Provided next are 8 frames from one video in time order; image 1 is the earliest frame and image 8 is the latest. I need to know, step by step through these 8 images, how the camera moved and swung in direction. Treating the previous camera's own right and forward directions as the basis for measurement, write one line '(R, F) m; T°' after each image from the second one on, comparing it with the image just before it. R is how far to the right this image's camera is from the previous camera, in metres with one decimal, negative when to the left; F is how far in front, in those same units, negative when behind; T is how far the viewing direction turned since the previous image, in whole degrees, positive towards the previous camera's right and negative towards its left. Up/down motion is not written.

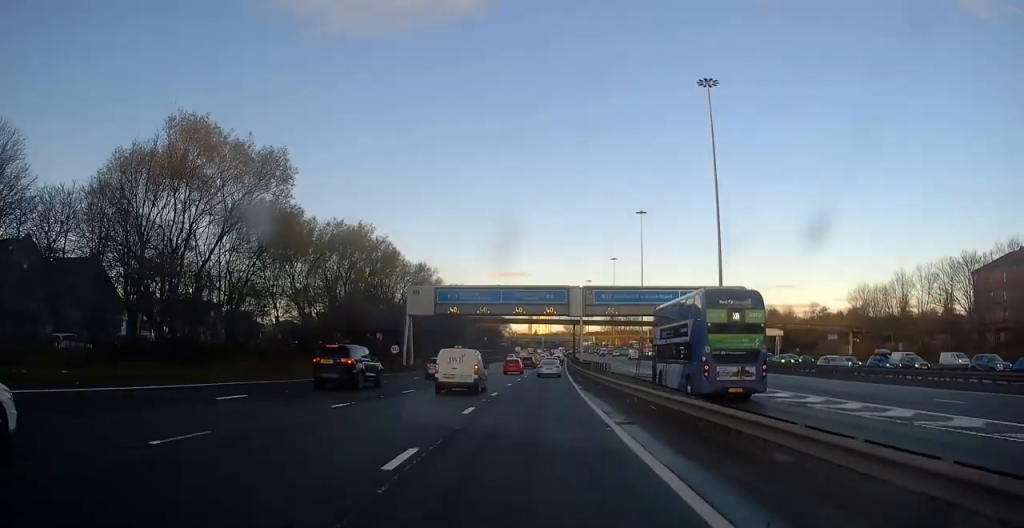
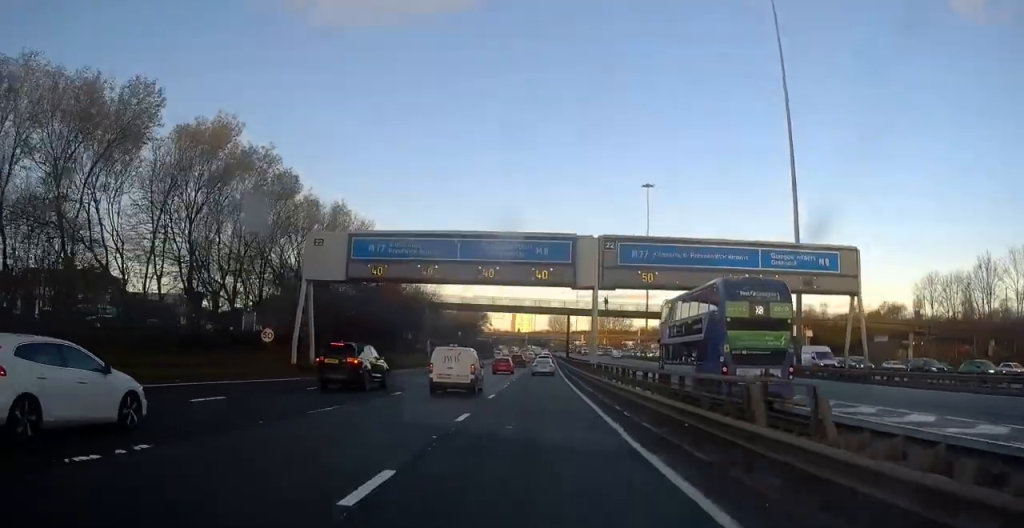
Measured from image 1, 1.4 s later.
(+0.4, +28.2) m; +1°
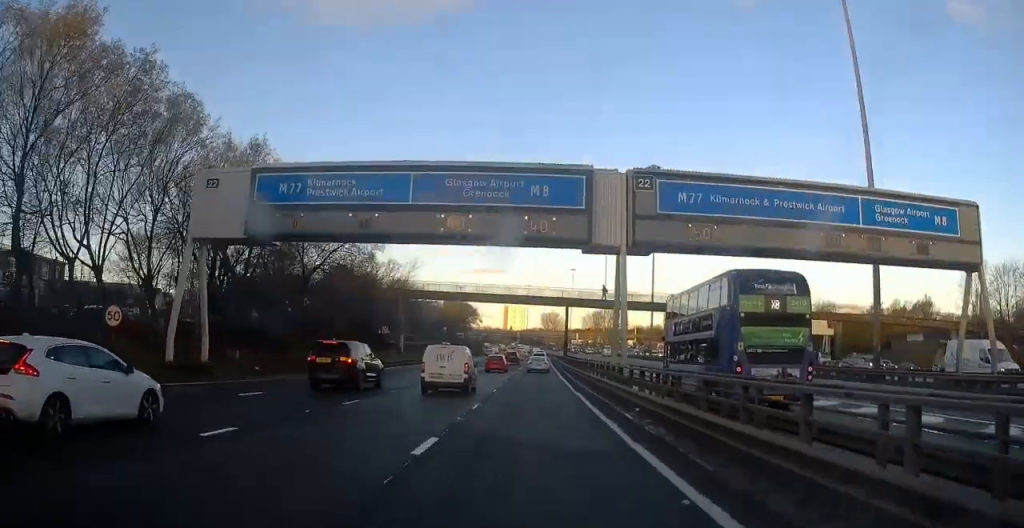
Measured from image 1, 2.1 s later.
(0.0, +14.0) m; 0°
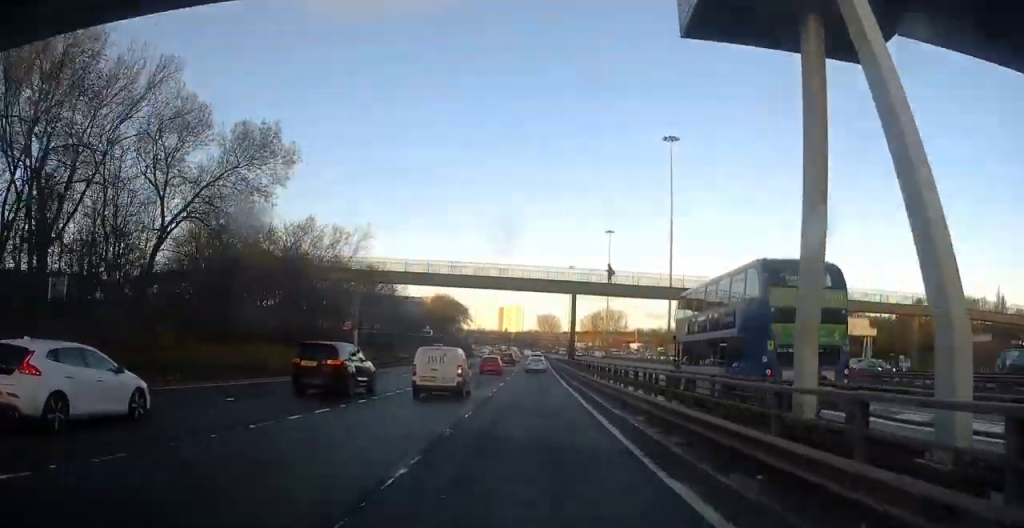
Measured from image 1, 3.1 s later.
(+0.1, +19.2) m; +1°
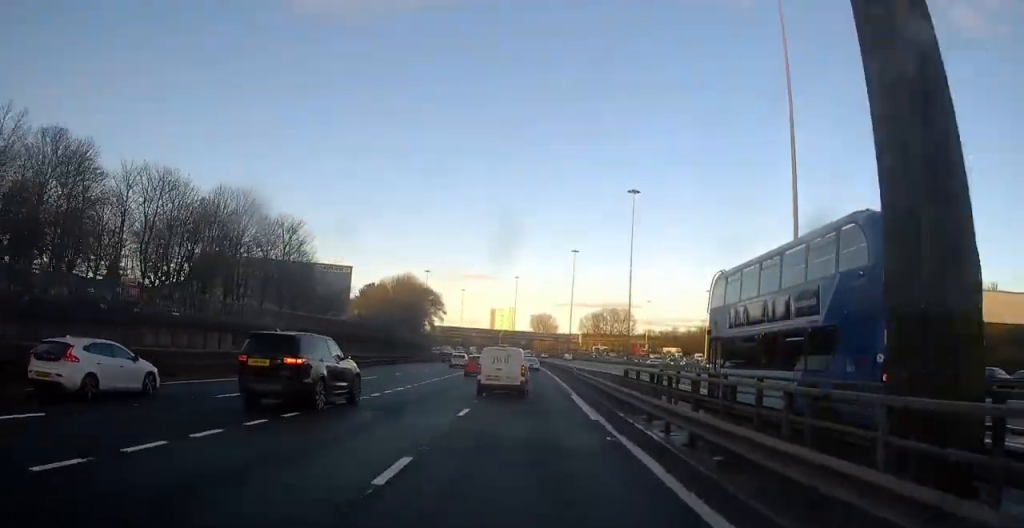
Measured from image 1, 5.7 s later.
(+0.6, +51.9) m; 0°
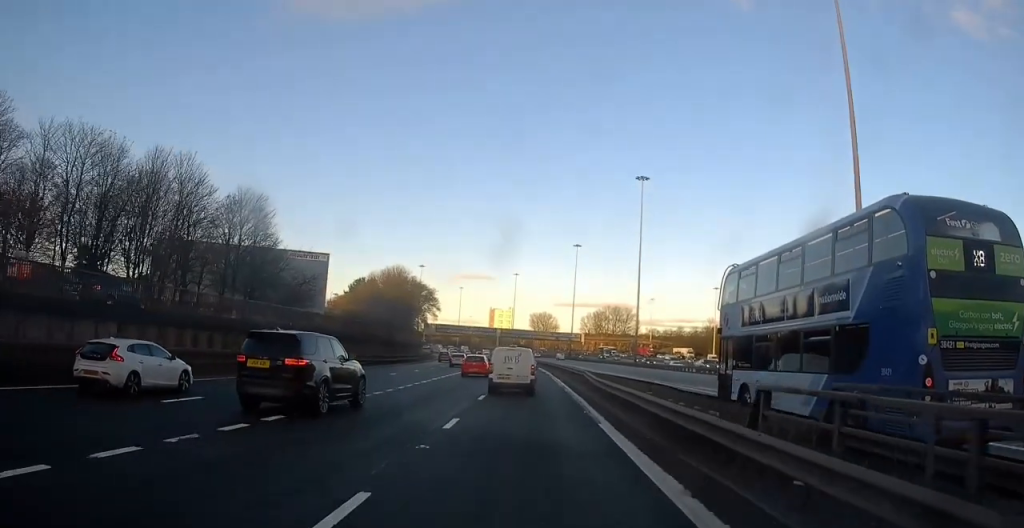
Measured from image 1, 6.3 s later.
(0.0, +10.9) m; +1°
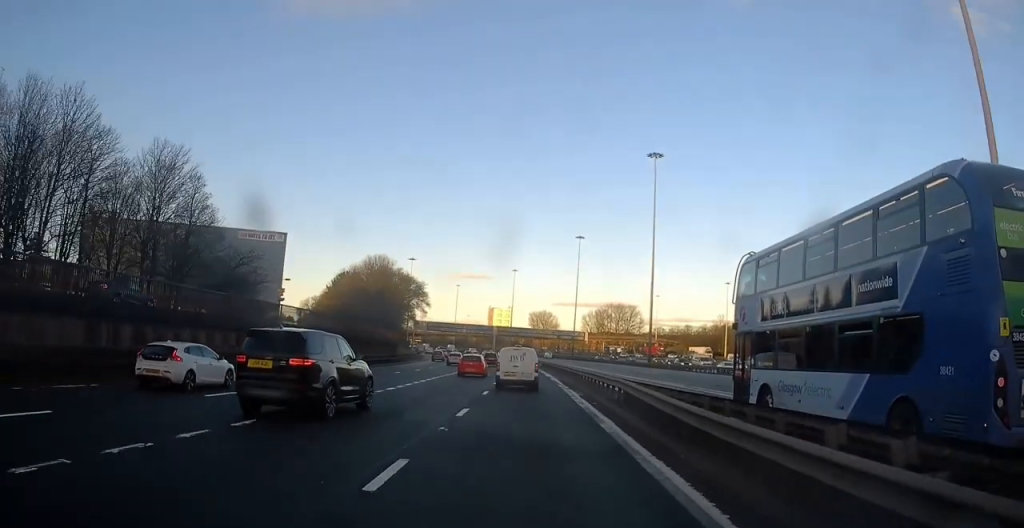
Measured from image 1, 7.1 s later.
(+0.1, +14.7) m; +1°
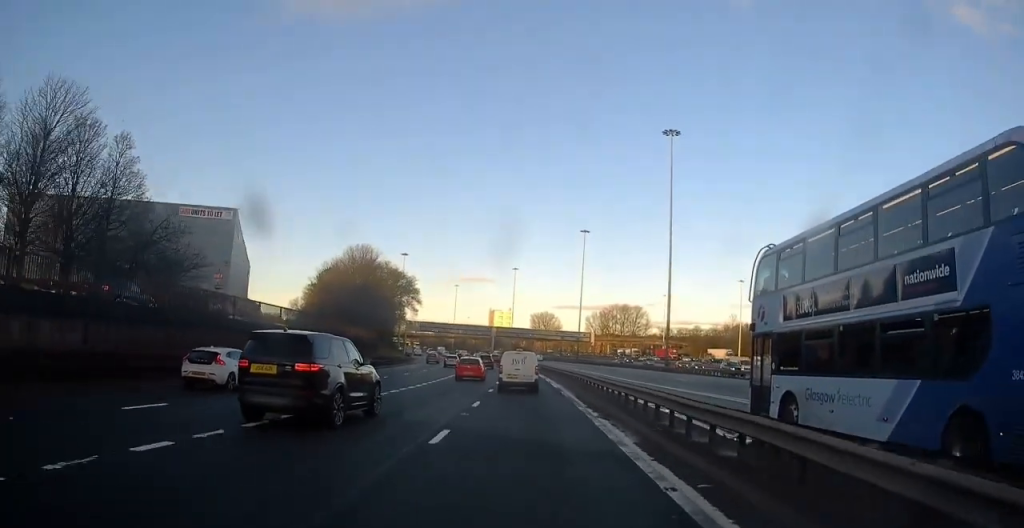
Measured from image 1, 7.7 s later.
(+0.3, +12.8) m; 0°
